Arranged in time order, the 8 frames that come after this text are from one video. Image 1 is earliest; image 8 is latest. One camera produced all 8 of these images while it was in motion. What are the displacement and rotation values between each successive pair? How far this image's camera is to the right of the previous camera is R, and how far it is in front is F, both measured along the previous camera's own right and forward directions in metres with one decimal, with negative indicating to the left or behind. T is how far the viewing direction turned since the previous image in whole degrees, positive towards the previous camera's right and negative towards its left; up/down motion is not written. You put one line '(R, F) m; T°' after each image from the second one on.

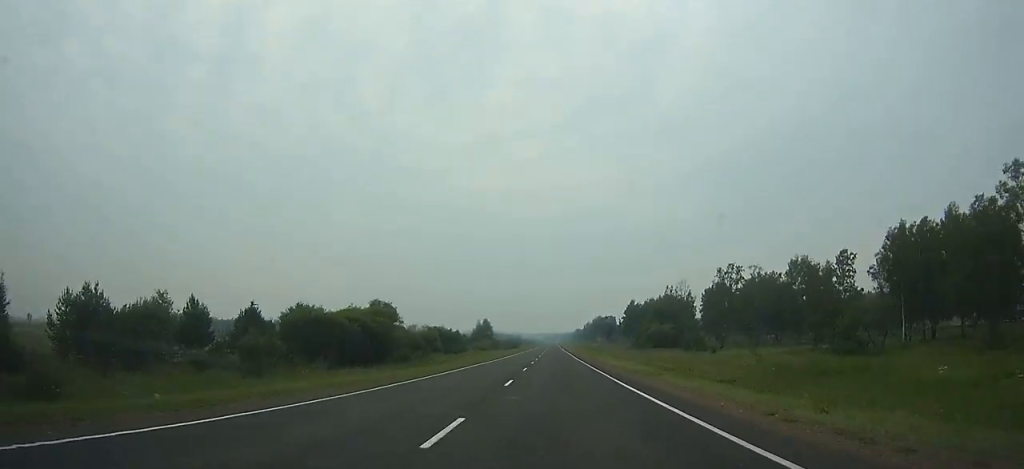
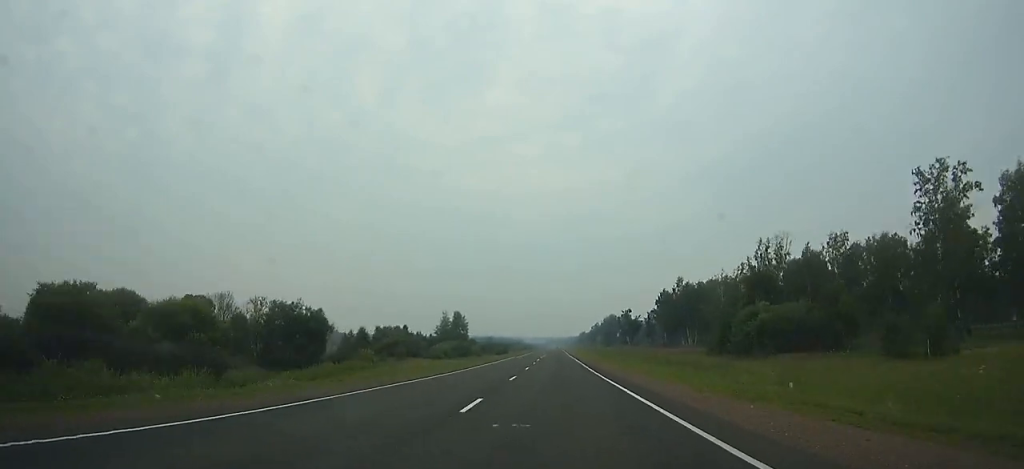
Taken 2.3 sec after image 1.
(+0.1, +79.6) m; 0°
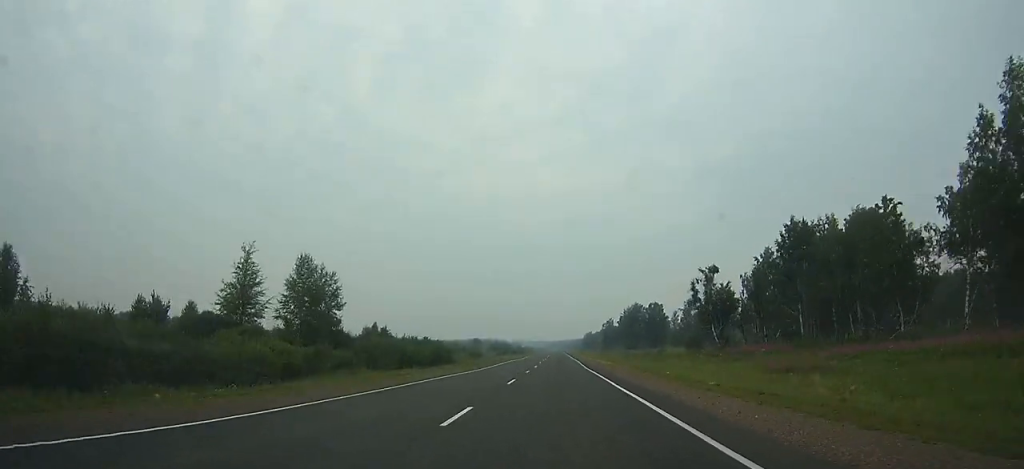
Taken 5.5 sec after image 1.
(-0.1, +111.9) m; 0°
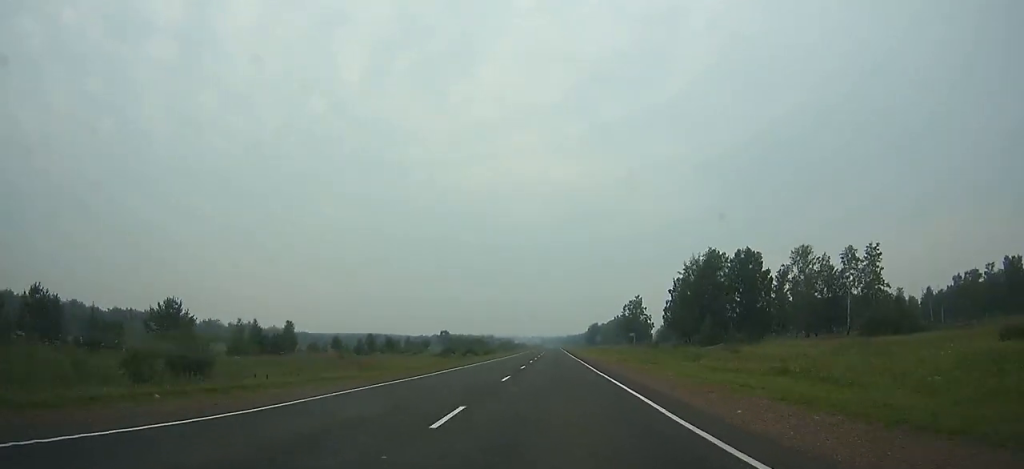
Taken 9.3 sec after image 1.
(+0.2, +130.6) m; 0°
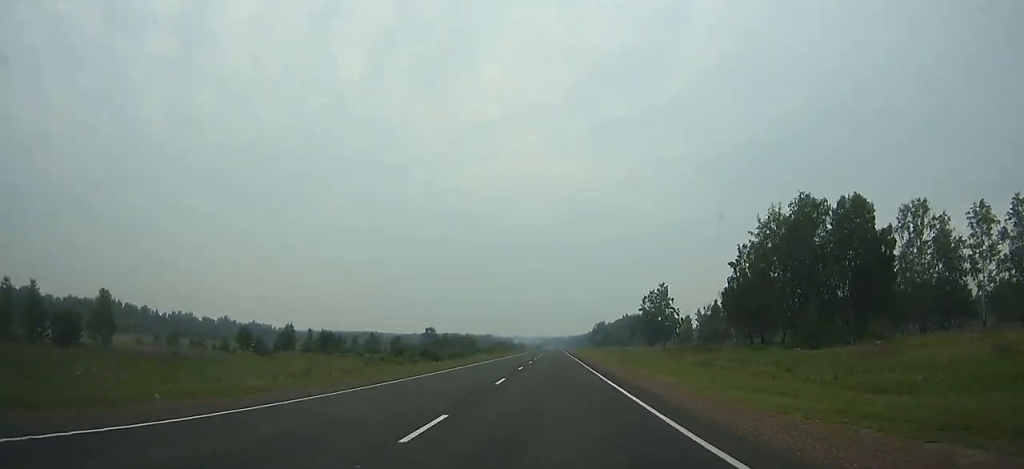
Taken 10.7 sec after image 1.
(+0.1, +47.5) m; 0°
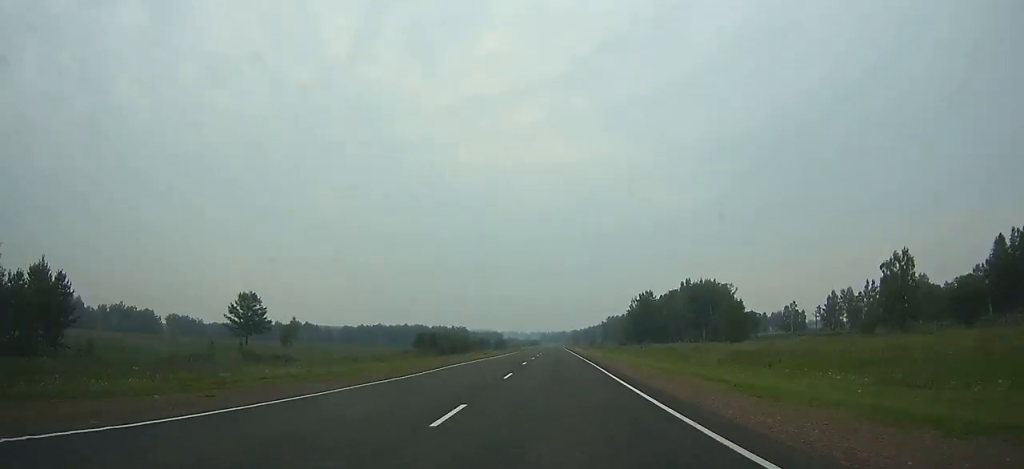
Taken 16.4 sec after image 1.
(-0.2, +199.2) m; 0°
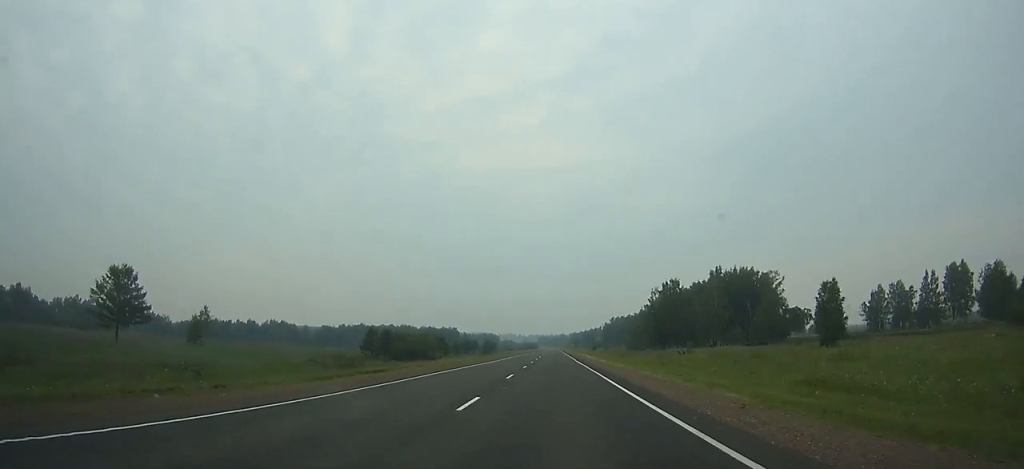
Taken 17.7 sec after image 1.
(0.0, +47.0) m; 0°
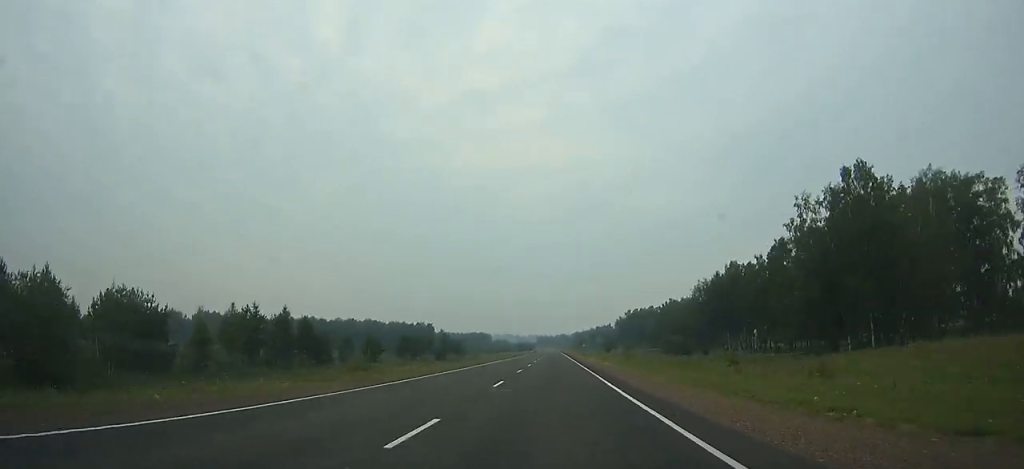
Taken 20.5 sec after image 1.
(+0.1, +100.9) m; 0°
